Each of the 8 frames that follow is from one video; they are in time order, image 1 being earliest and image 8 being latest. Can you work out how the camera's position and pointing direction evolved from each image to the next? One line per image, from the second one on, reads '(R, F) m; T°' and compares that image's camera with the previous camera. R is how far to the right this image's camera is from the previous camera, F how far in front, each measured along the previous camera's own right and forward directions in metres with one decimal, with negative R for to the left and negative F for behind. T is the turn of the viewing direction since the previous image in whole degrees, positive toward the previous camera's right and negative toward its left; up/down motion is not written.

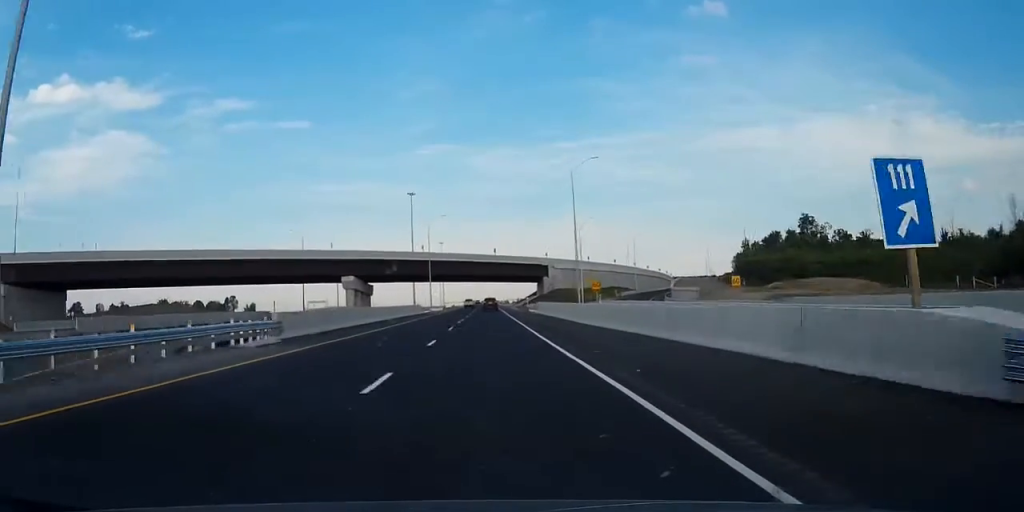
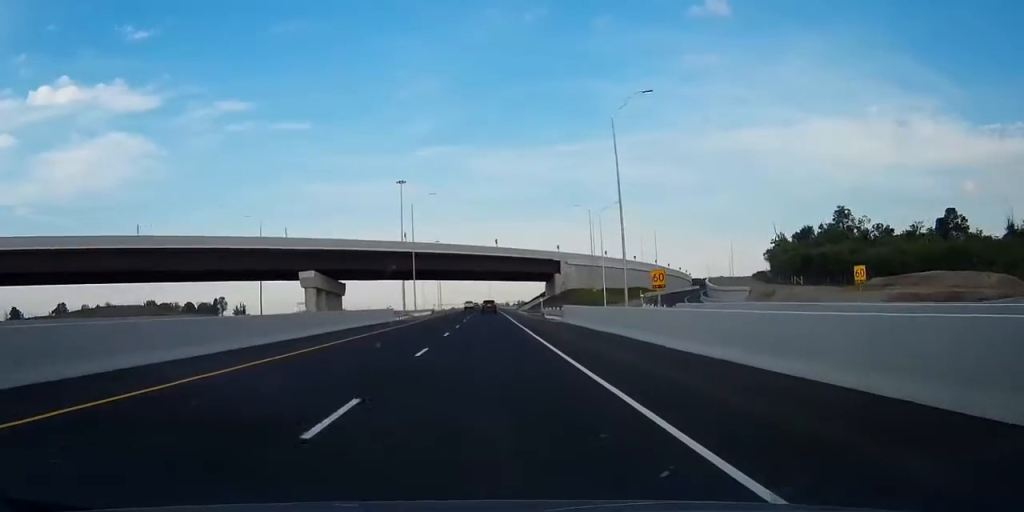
(0.0, +27.0) m; 0°
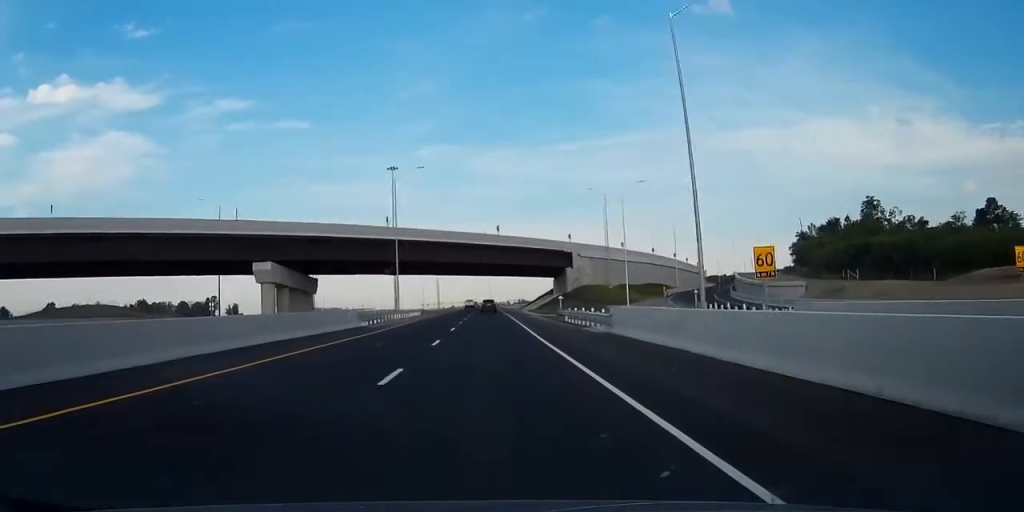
(0.0, +18.7) m; 0°
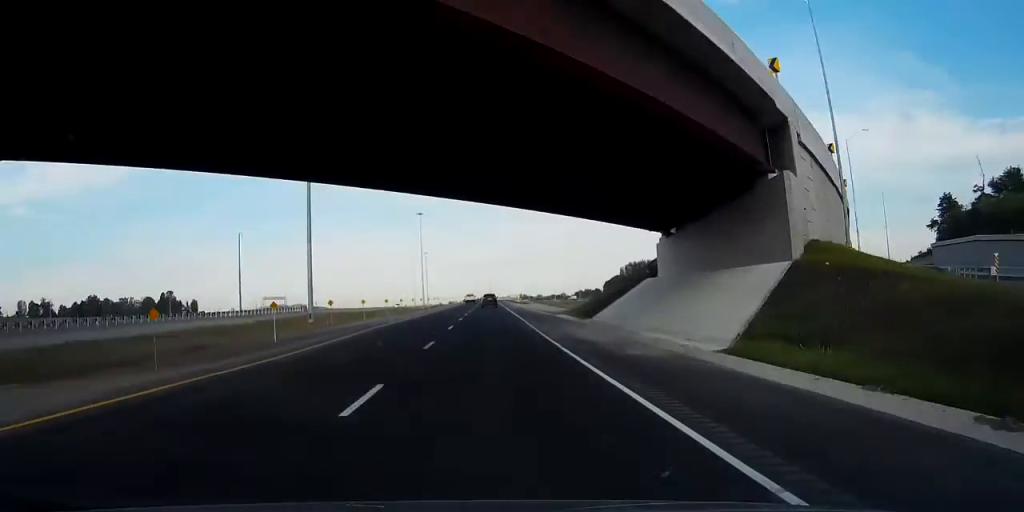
(+0.1, +85.7) m; 0°
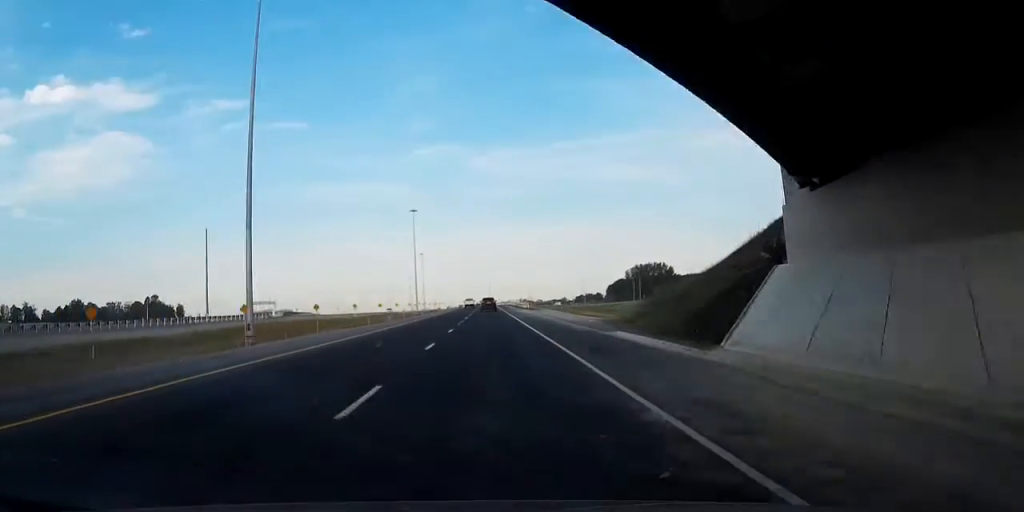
(+0.1, +24.1) m; 0°
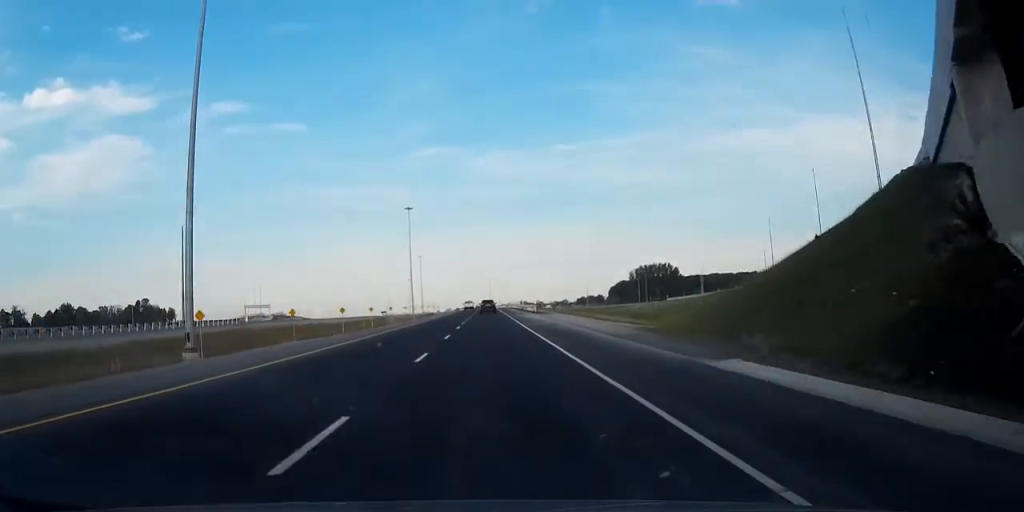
(+0.1, +14.7) m; 0°
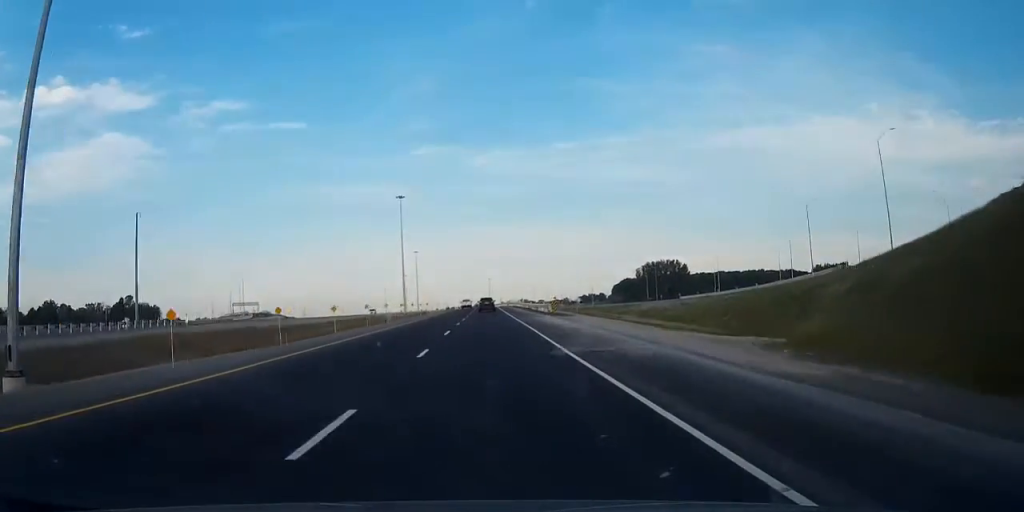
(0.0, +22.9) m; 0°
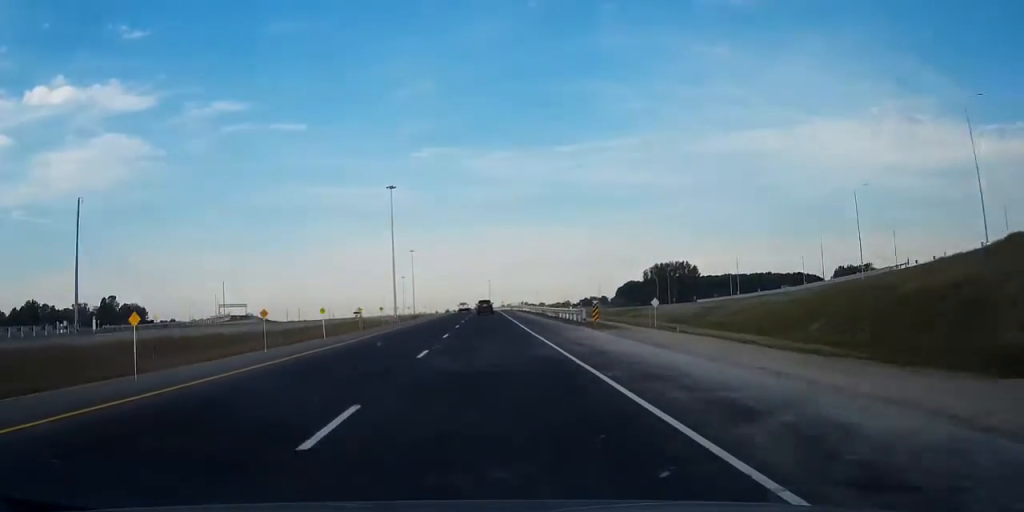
(0.0, +22.7) m; 0°
